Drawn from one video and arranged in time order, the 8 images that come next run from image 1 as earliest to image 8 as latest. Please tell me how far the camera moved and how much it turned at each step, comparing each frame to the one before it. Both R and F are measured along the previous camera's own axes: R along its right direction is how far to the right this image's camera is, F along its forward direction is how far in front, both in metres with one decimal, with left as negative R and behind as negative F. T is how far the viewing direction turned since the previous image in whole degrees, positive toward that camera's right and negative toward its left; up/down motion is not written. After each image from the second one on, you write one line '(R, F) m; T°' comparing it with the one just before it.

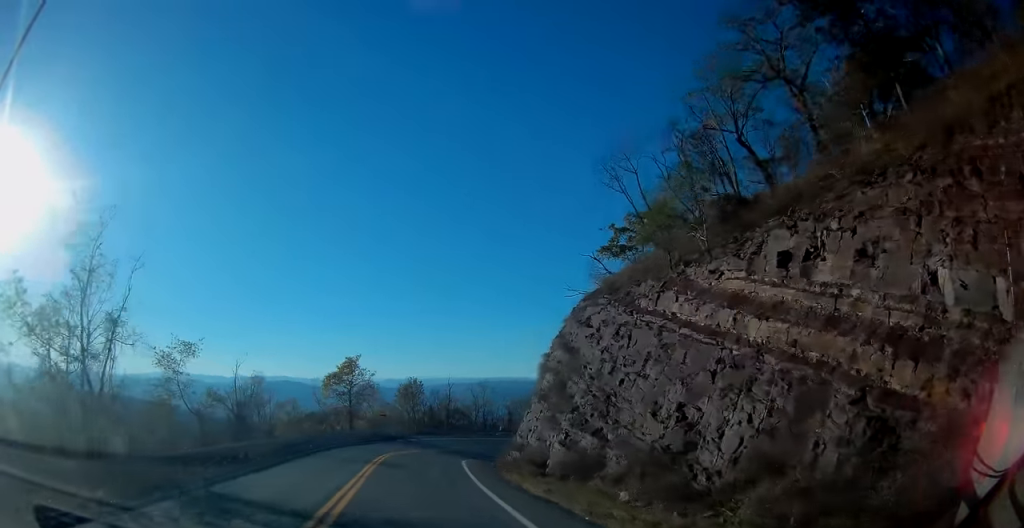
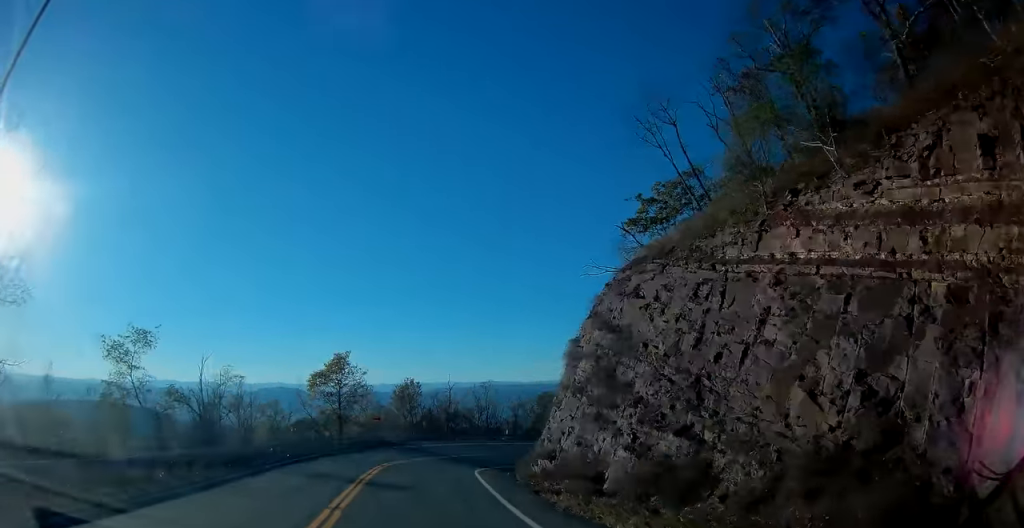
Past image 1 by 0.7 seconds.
(+0.1, +9.2) m; +1°
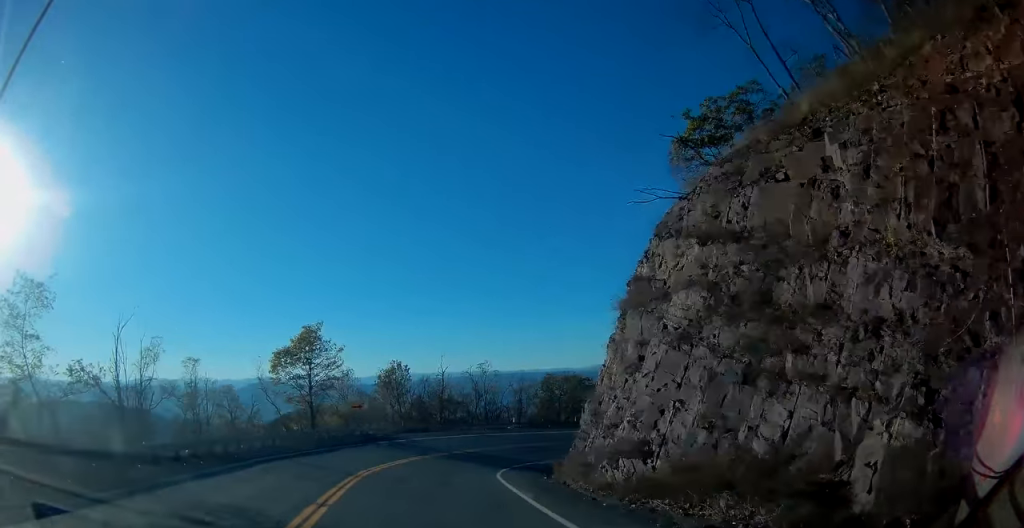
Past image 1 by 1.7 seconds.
(+0.1, +13.4) m; +2°
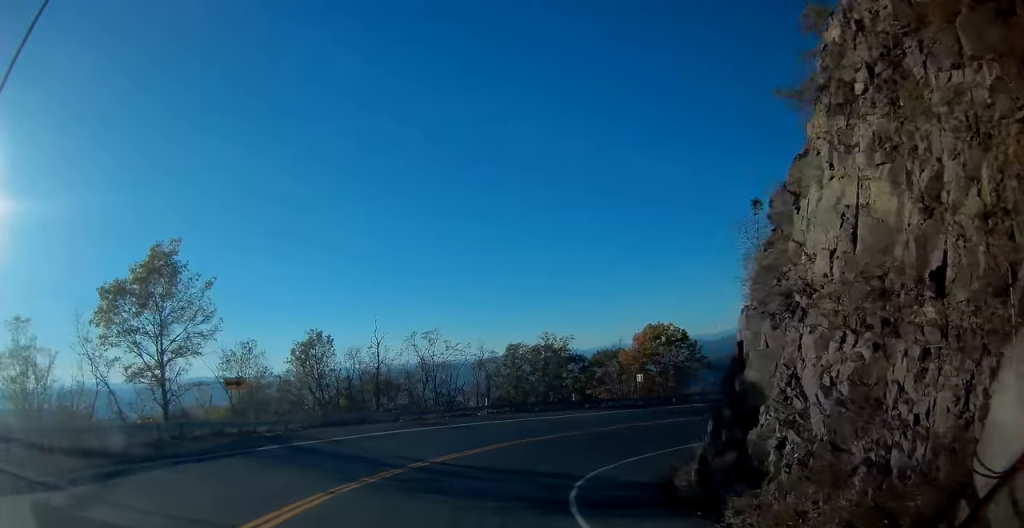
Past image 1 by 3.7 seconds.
(+0.8, +23.4) m; +5°
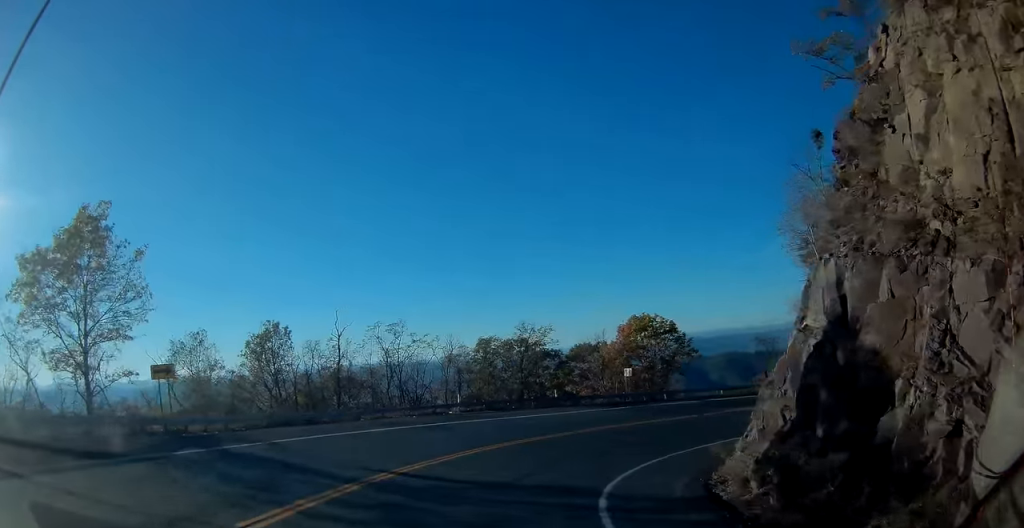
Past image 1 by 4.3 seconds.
(0.0, +5.5) m; +3°
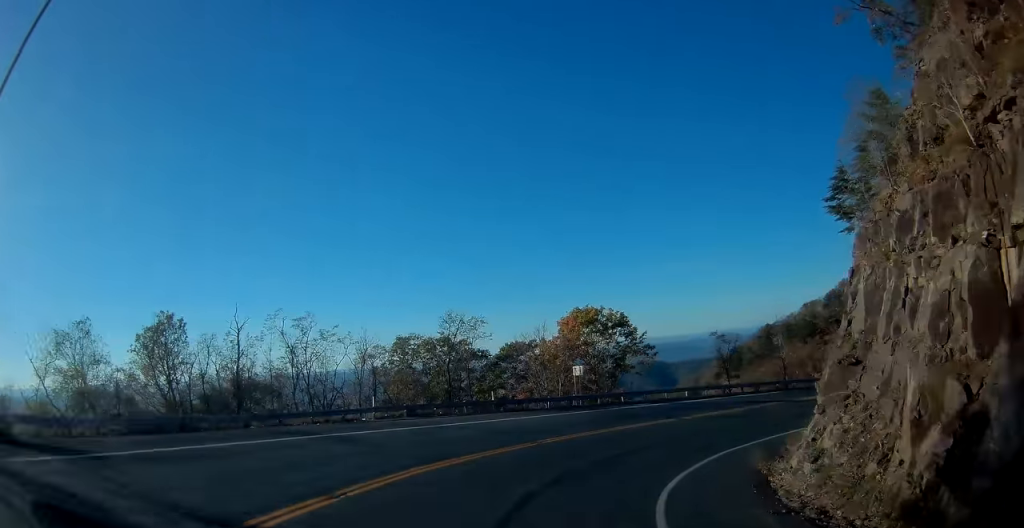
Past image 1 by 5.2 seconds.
(+0.5, +8.7) m; +7°
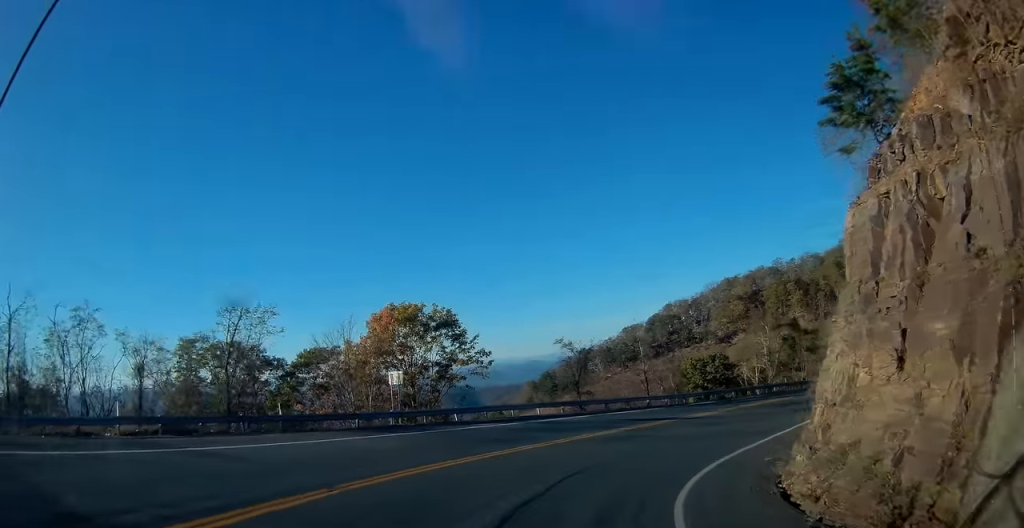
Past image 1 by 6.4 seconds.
(+1.6, +10.9) m; +21°
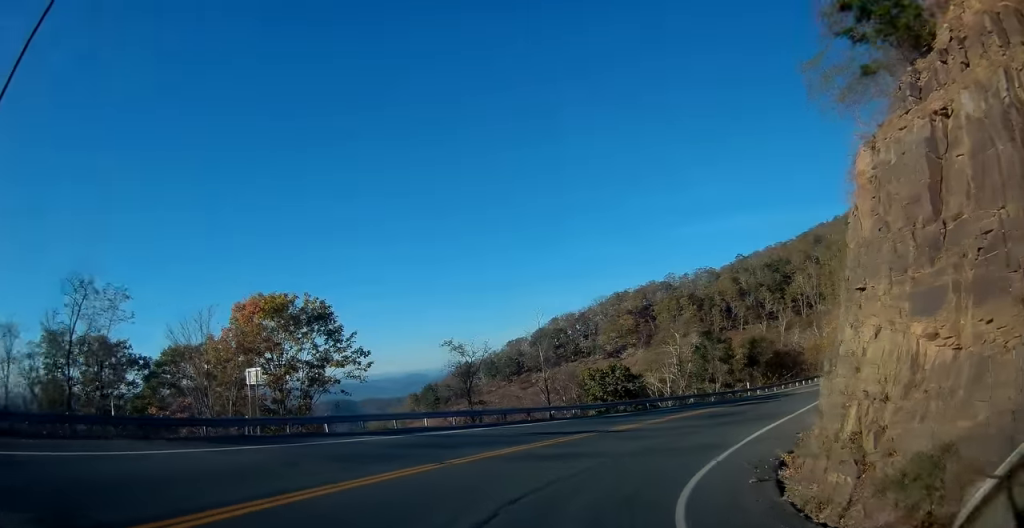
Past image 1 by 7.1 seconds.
(+0.4, +5.6) m; +15°
